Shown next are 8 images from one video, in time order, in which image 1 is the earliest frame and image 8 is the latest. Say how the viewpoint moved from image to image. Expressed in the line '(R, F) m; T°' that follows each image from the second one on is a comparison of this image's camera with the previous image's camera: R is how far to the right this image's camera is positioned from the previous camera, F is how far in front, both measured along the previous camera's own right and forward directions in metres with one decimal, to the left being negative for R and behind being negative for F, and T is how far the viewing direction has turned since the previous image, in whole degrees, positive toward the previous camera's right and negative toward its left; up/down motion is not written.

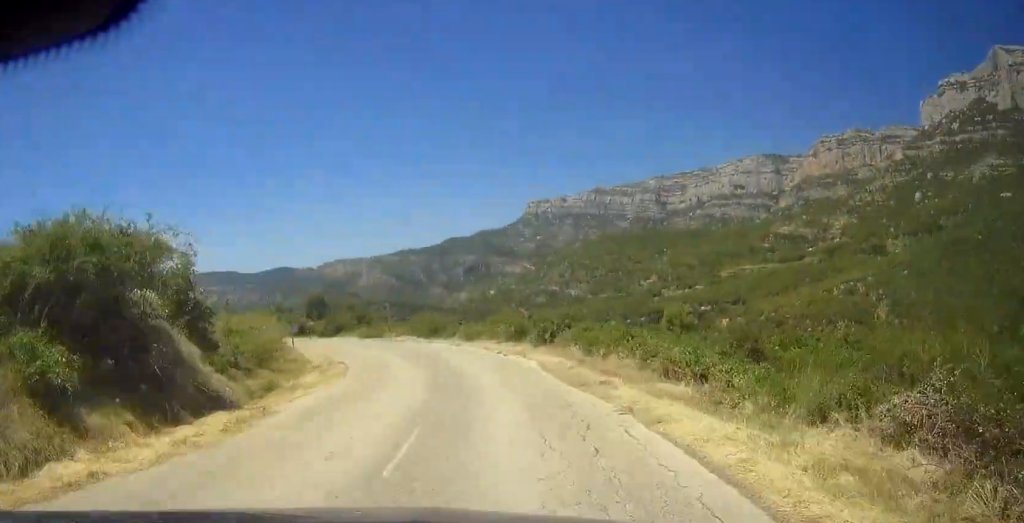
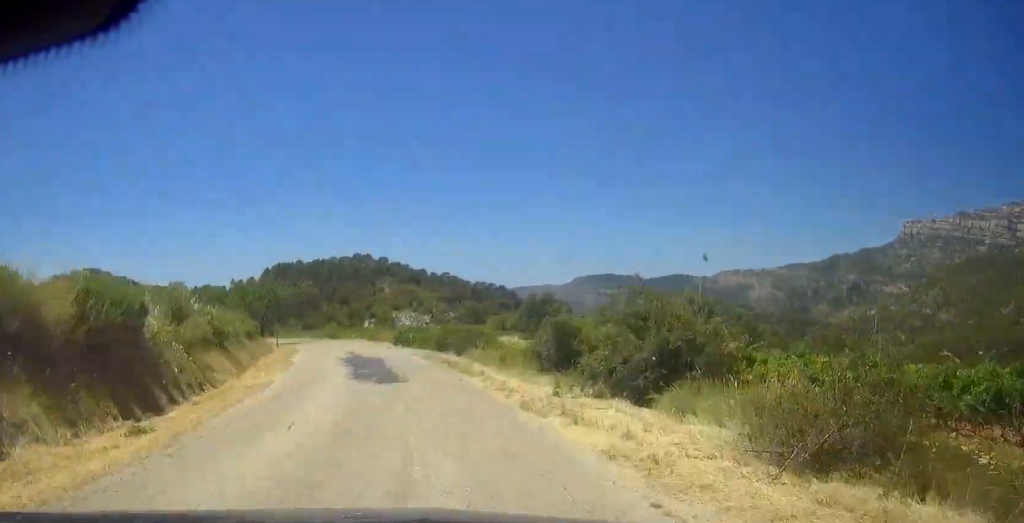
(-8.4, +37.5) m; -28°
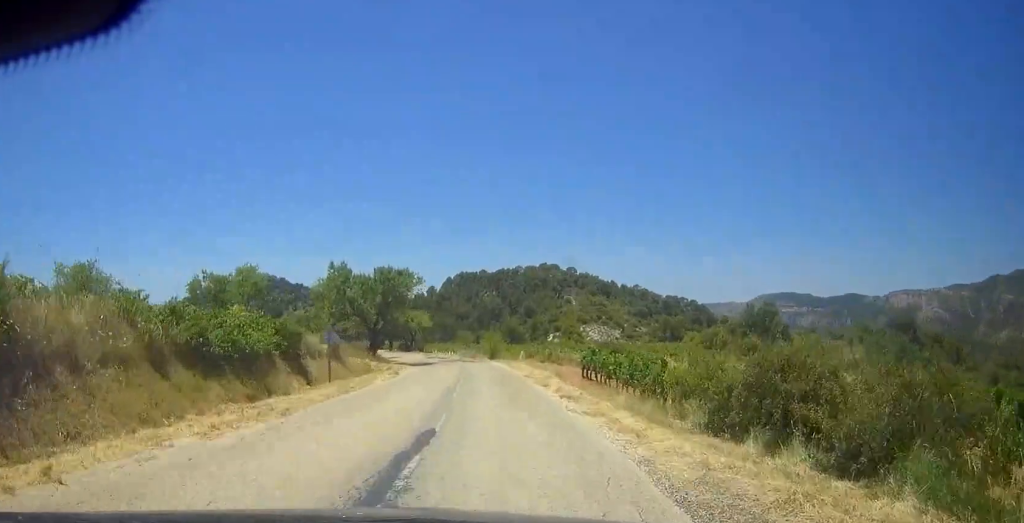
(-5.1, +26.3) m; -17°
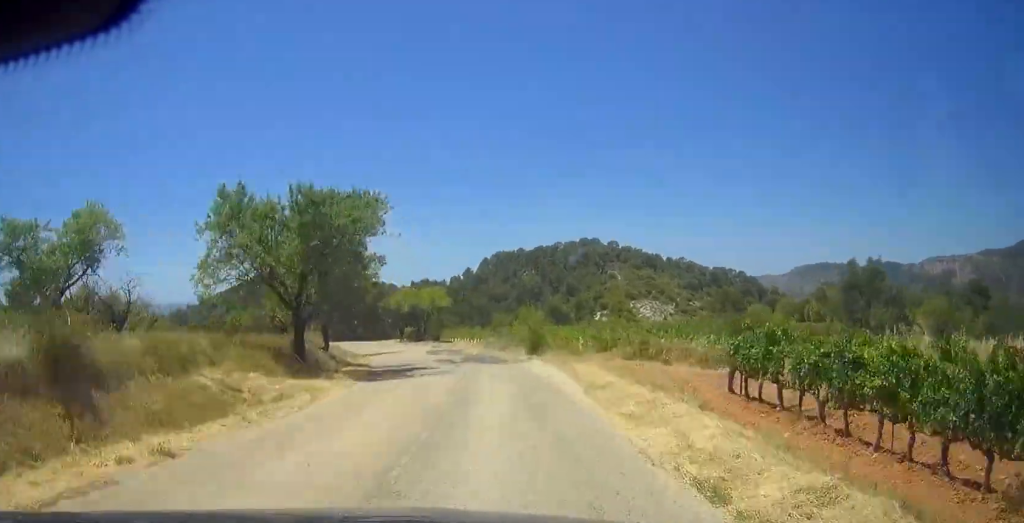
(-2.4, +23.8) m; -6°
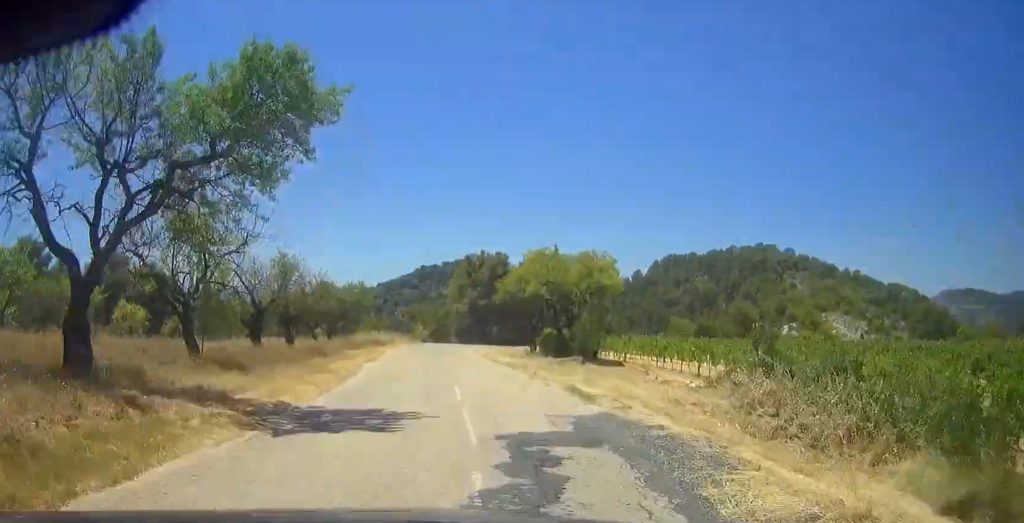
(-1.7, +31.3) m; -5°
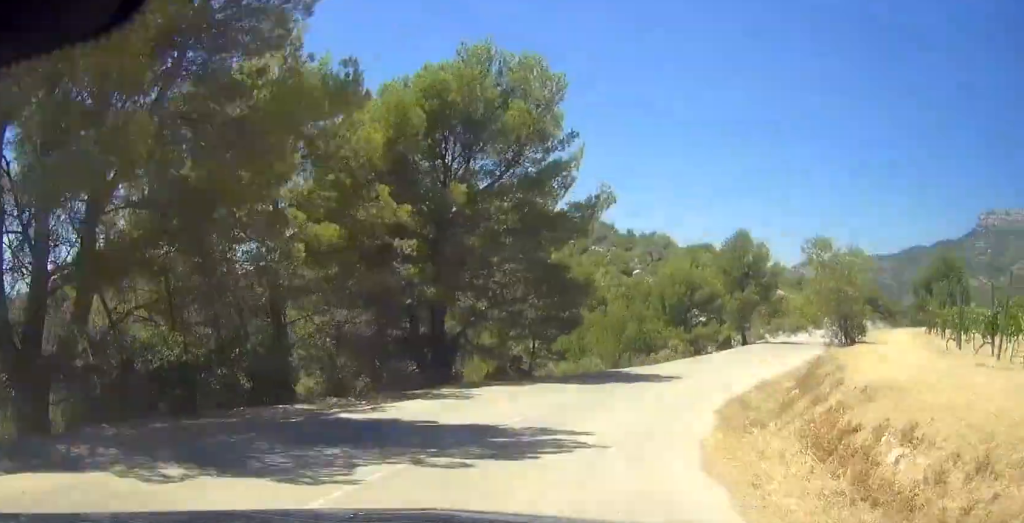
(+6.6, +72.4) m; +31°
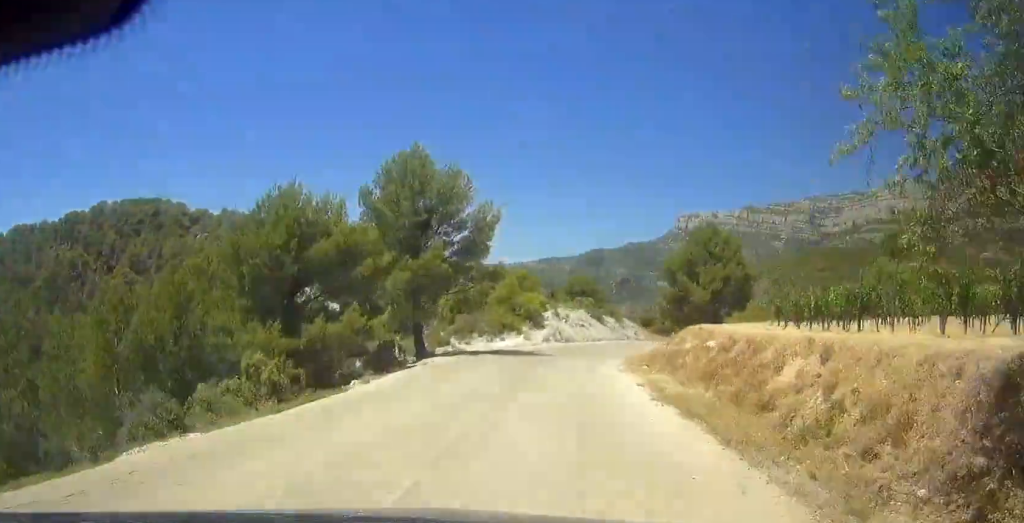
(+5.1, +24.0) m; +19°
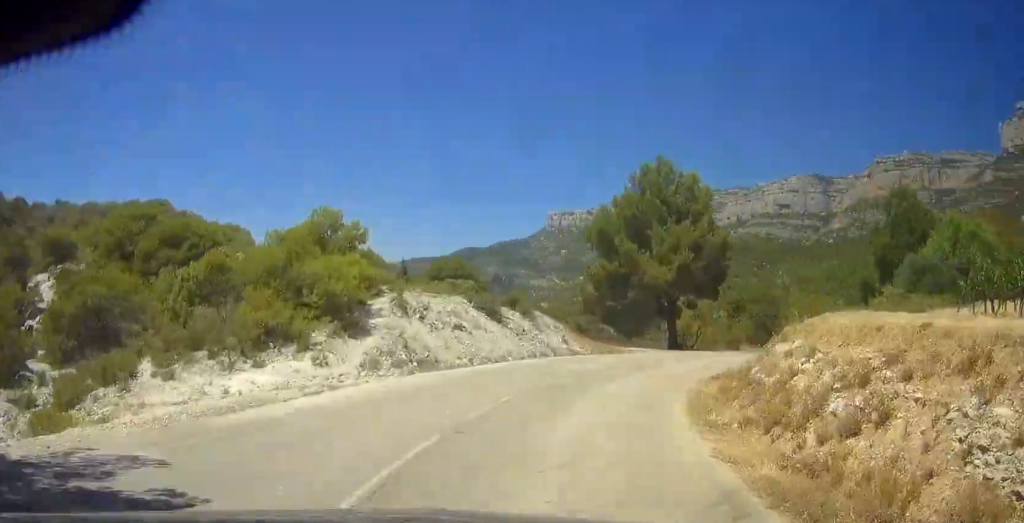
(+3.3, +27.6) m; +21°
